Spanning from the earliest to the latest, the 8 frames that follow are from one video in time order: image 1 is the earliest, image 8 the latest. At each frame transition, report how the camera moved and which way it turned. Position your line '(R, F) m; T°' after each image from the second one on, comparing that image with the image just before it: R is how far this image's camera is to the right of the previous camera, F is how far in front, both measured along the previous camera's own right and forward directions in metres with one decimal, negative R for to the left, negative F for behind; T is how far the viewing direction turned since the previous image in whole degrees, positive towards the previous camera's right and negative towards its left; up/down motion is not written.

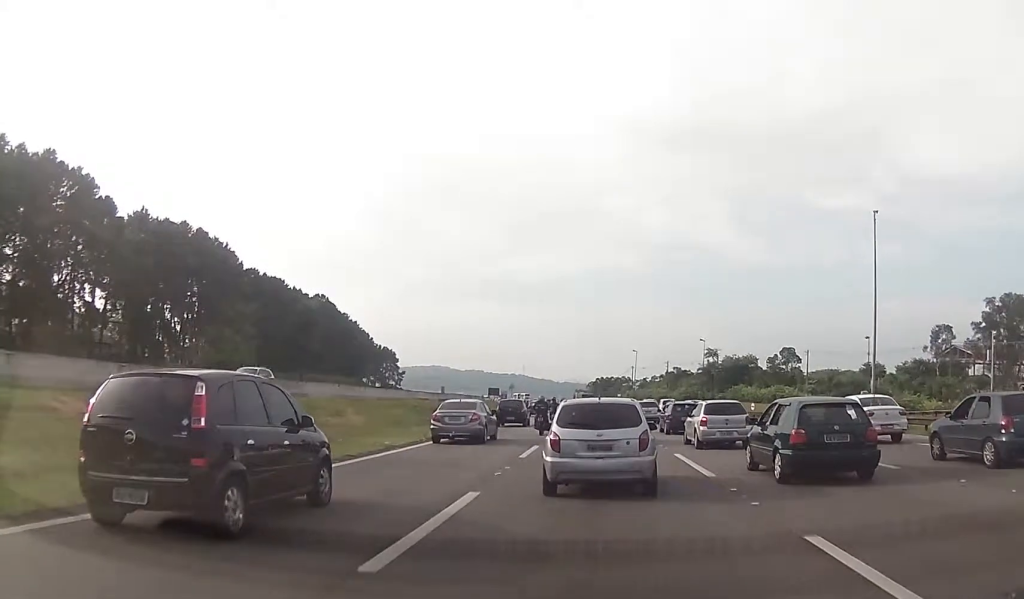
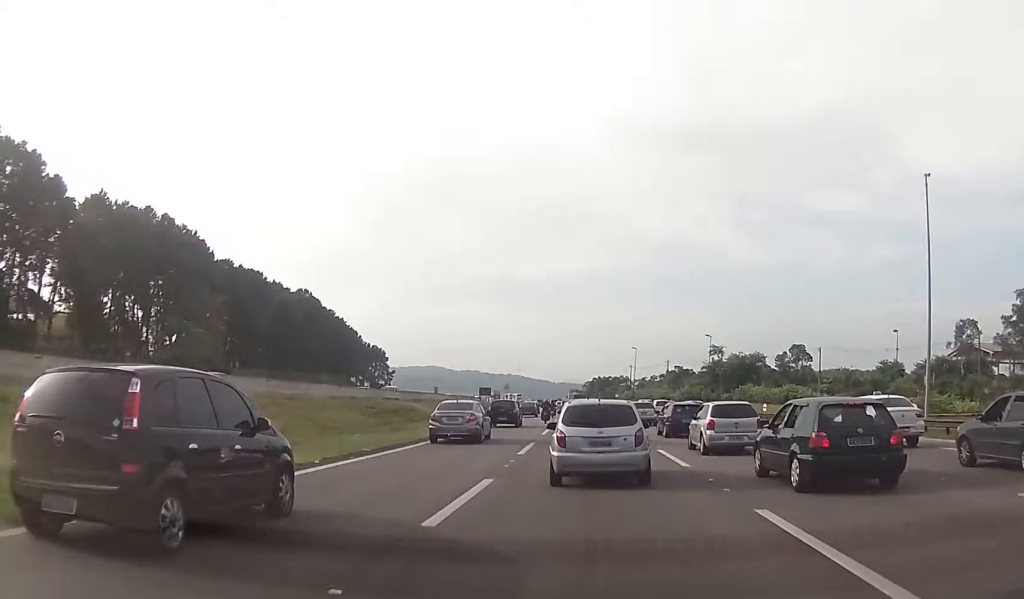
(-0.2, +9.6) m; +2°
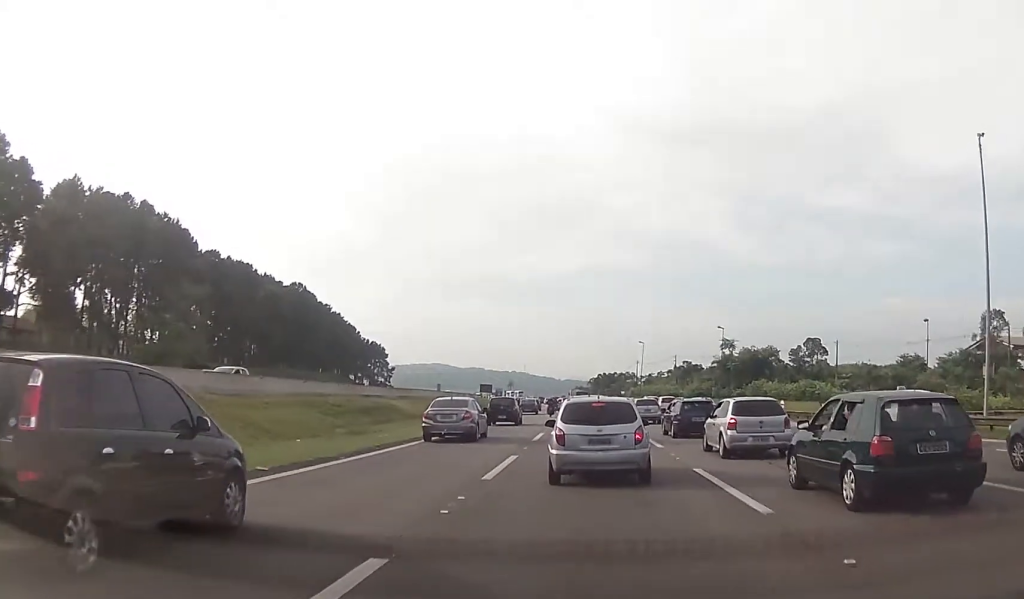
(+0.2, +6.9) m; +2°
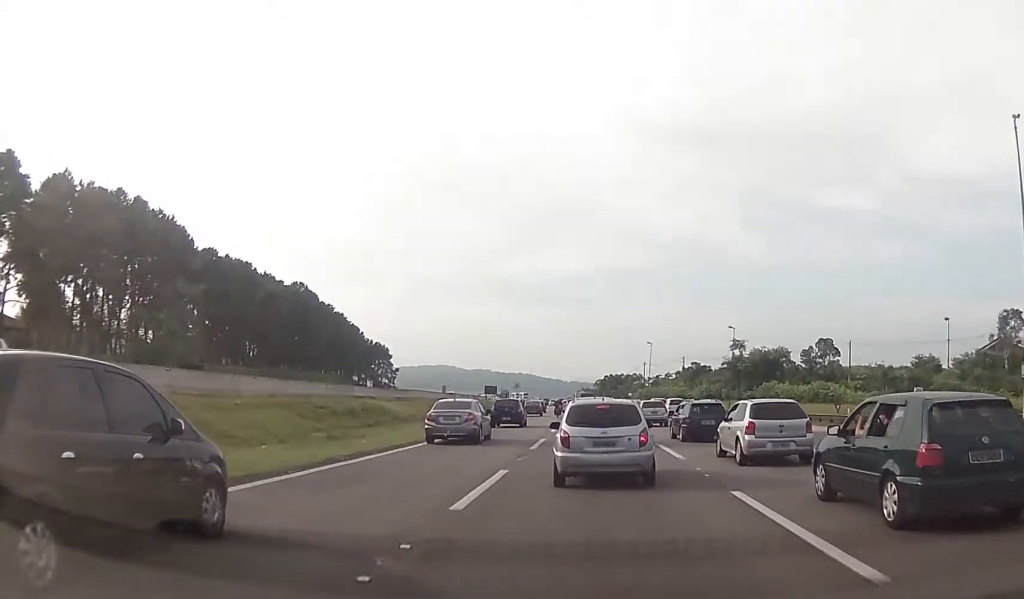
(0.0, +3.6) m; -1°
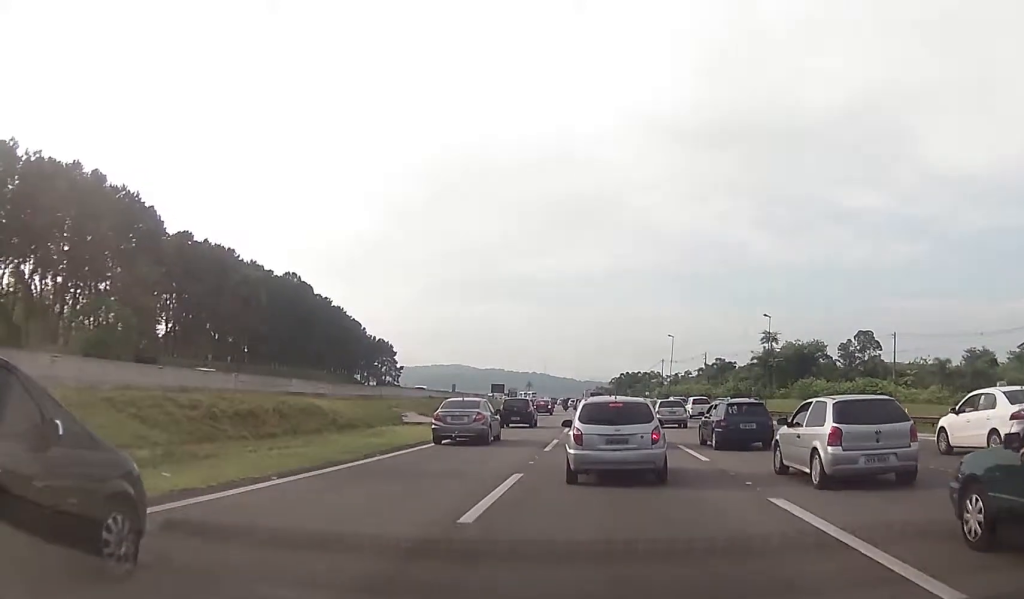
(-0.6, +14.4) m; -1°
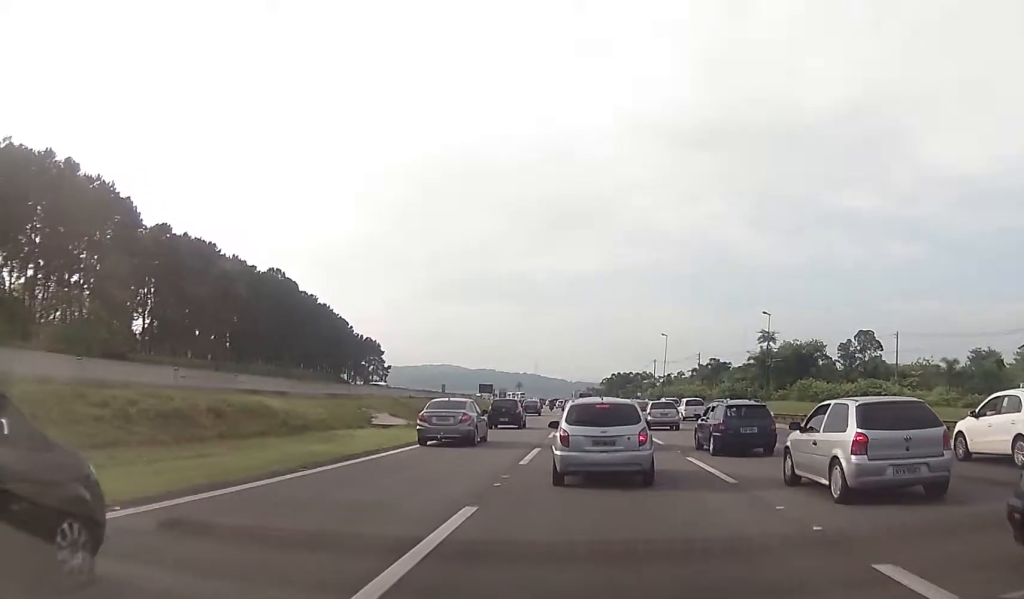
(+0.1, +4.5) m; +2°
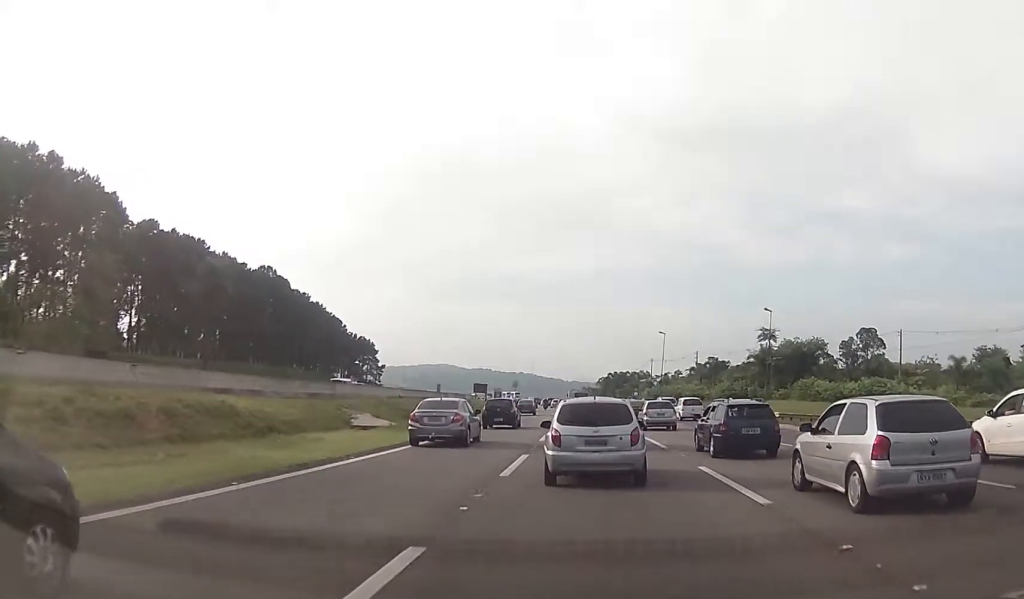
(0.0, +2.9) m; 0°
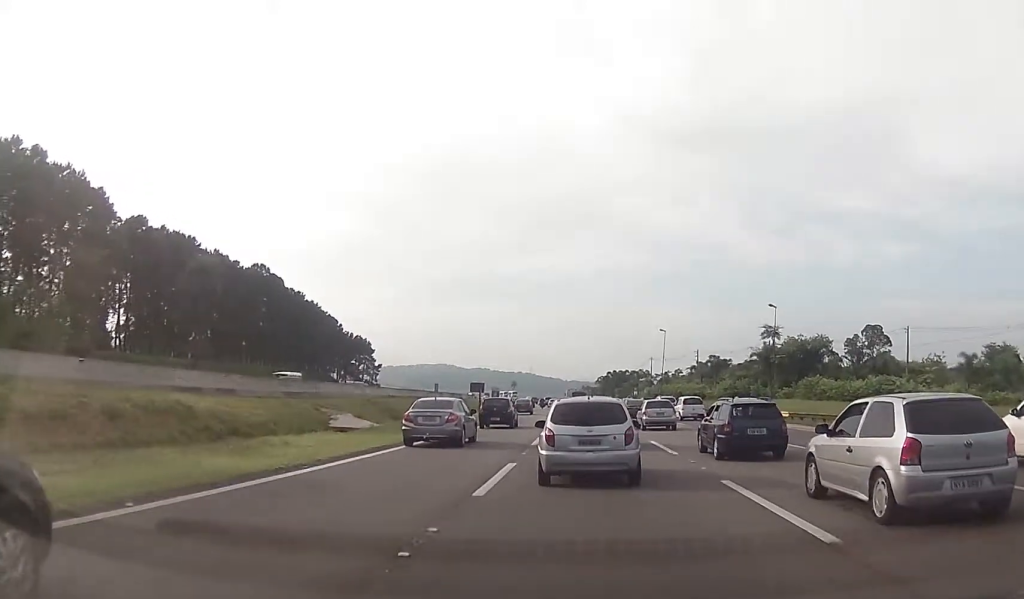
(0.0, +3.0) m; -1°
